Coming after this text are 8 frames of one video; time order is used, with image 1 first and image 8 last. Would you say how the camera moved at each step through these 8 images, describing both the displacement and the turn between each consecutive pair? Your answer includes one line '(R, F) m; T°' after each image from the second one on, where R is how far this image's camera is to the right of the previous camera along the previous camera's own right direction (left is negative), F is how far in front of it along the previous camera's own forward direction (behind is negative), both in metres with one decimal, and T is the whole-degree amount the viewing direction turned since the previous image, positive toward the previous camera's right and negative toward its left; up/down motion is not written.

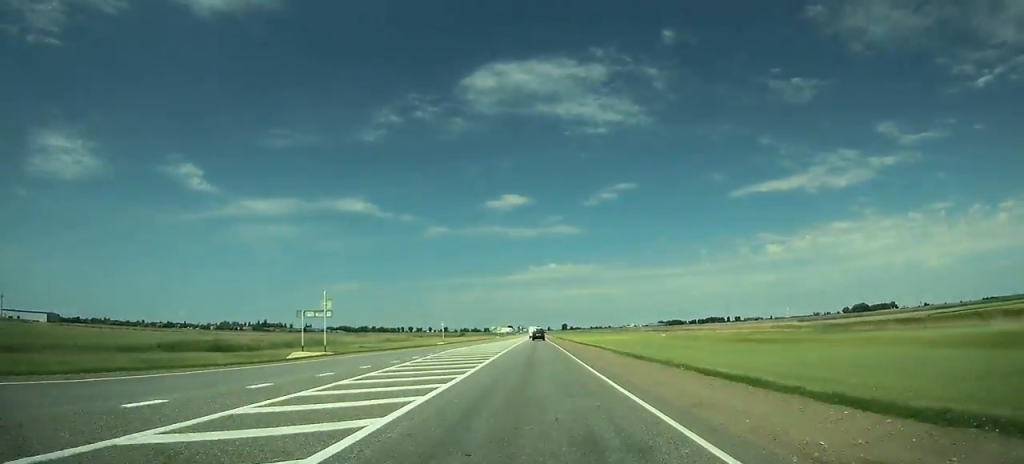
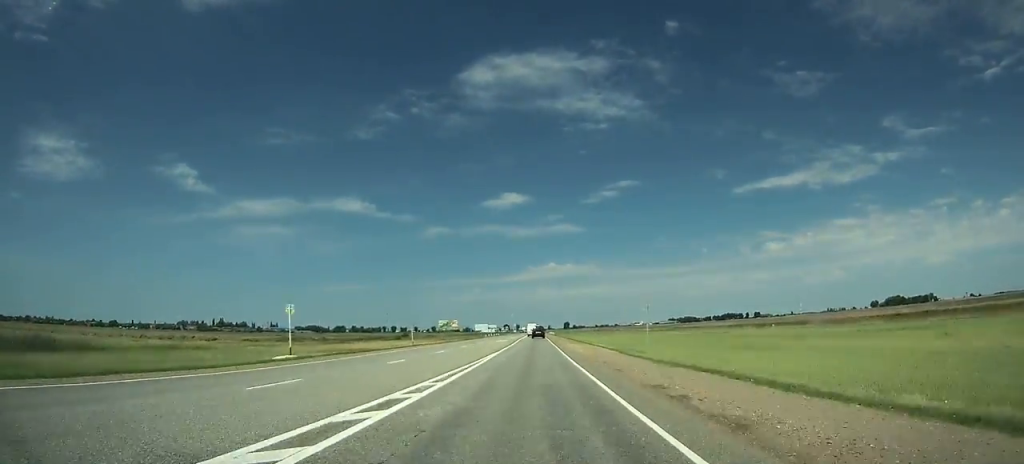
(0.0, +195.3) m; 0°
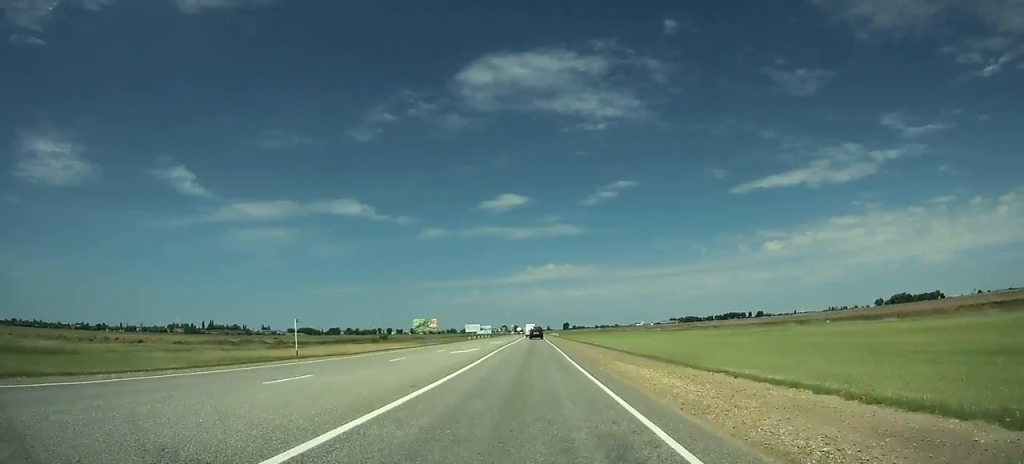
(0.0, +36.9) m; 0°
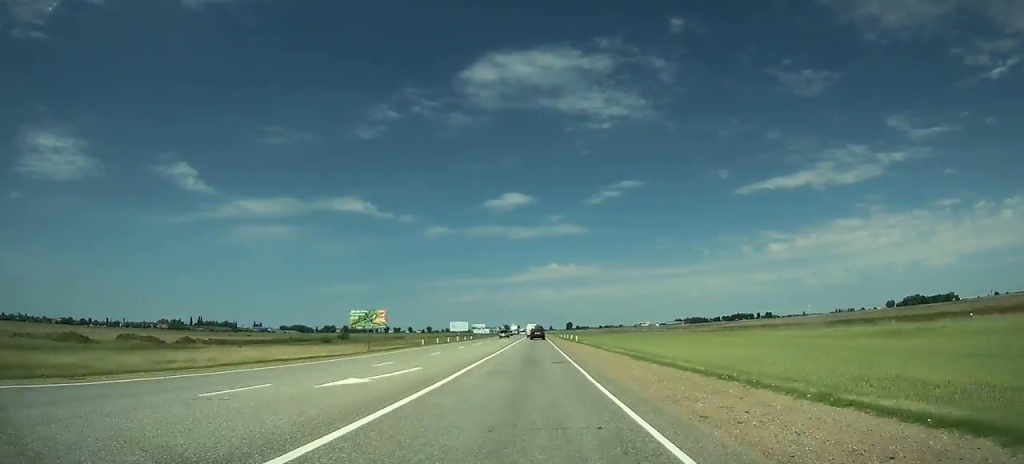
(+0.1, +53.8) m; 0°
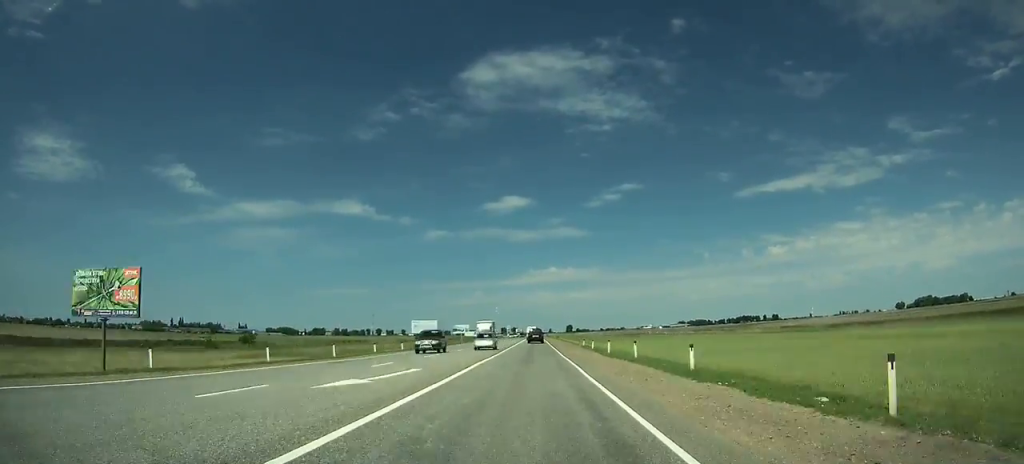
(+0.1, +61.8) m; 0°
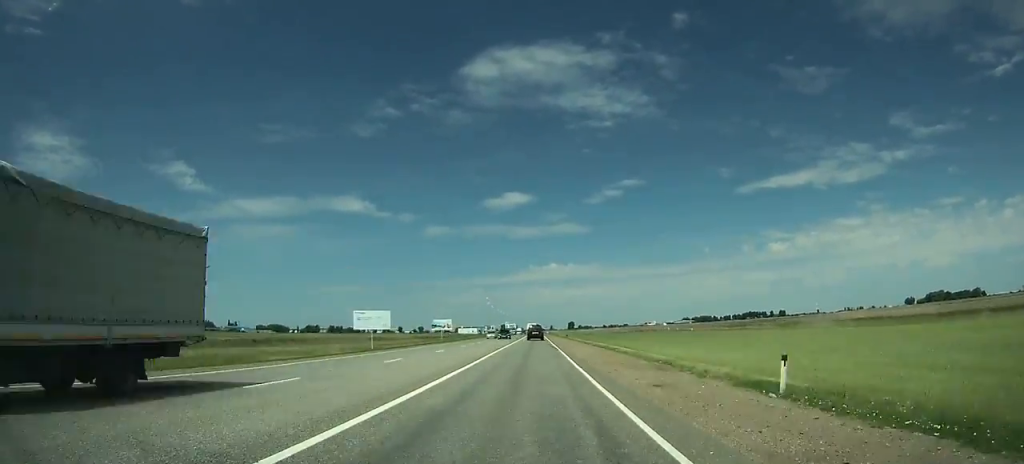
(0.0, +45.0) m; 0°
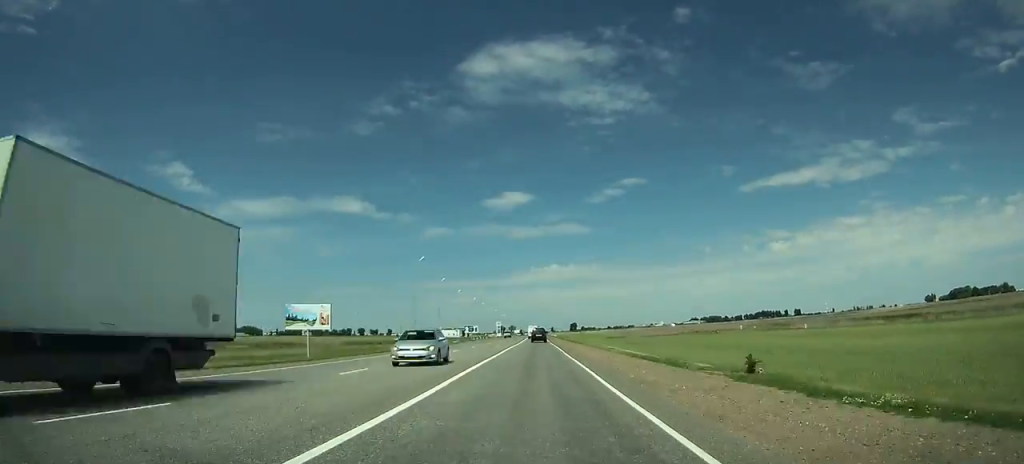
(-0.2, +100.3) m; 0°
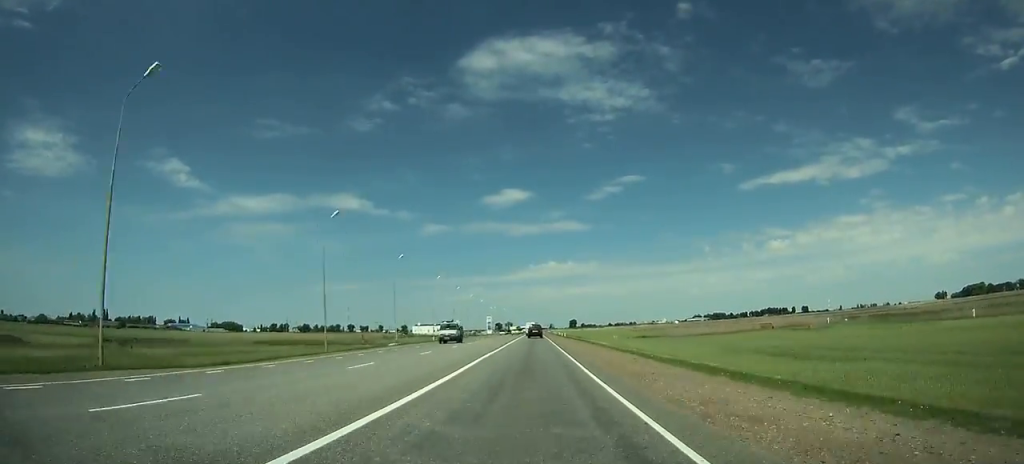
(0.0, +56.7) m; 0°
